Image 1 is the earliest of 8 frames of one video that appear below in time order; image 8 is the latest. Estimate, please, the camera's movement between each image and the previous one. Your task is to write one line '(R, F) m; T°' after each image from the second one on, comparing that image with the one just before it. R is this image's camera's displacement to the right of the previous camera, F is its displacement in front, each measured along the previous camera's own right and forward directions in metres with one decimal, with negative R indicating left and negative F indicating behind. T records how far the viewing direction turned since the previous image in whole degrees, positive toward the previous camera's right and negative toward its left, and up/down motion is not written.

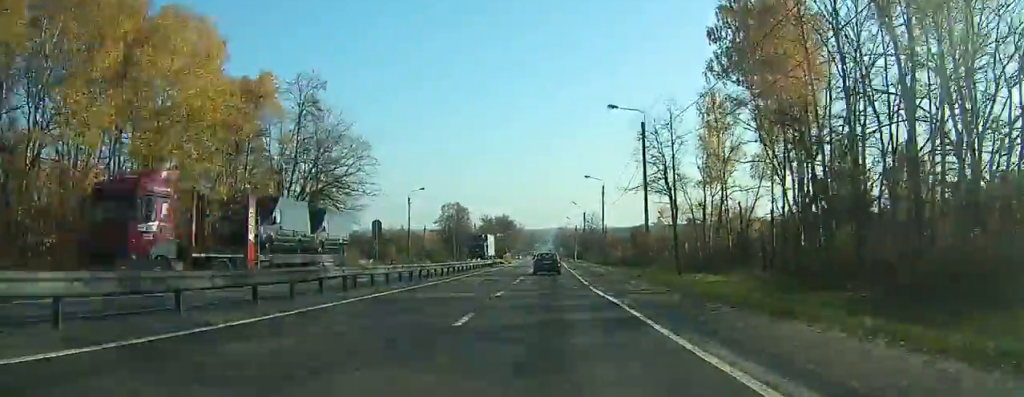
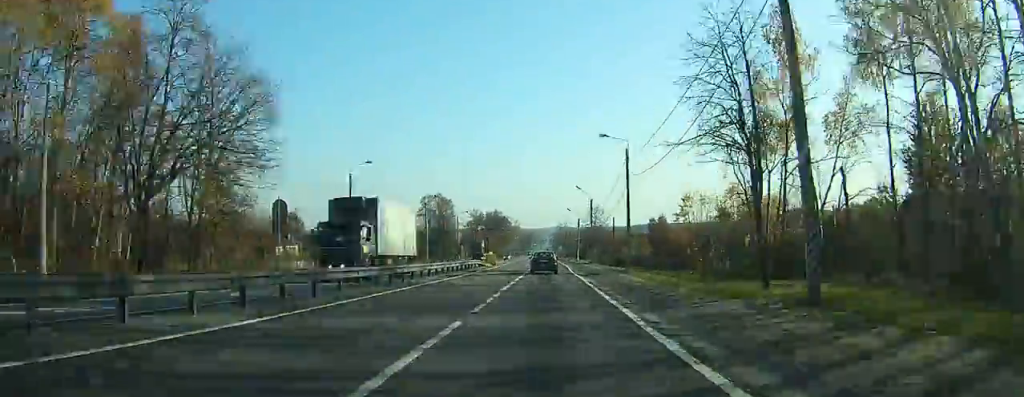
(-0.1, +22.0) m; 0°
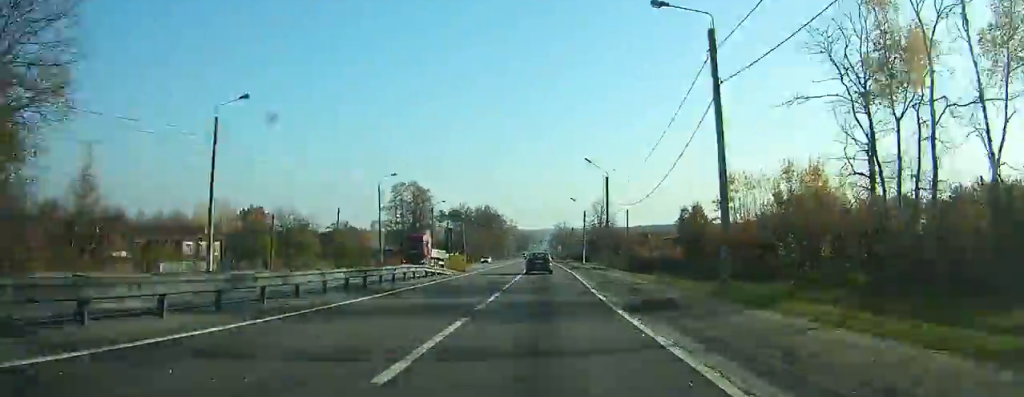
(+0.1, +22.6) m; 0°
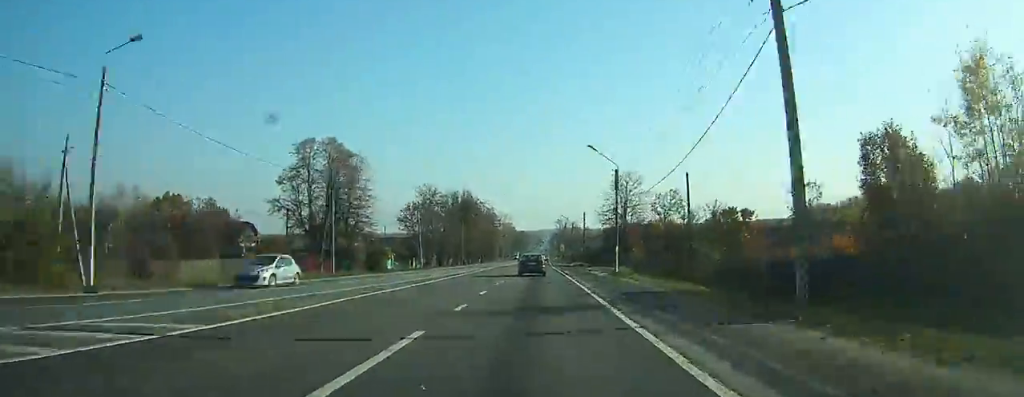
(+0.2, +39.8) m; 0°
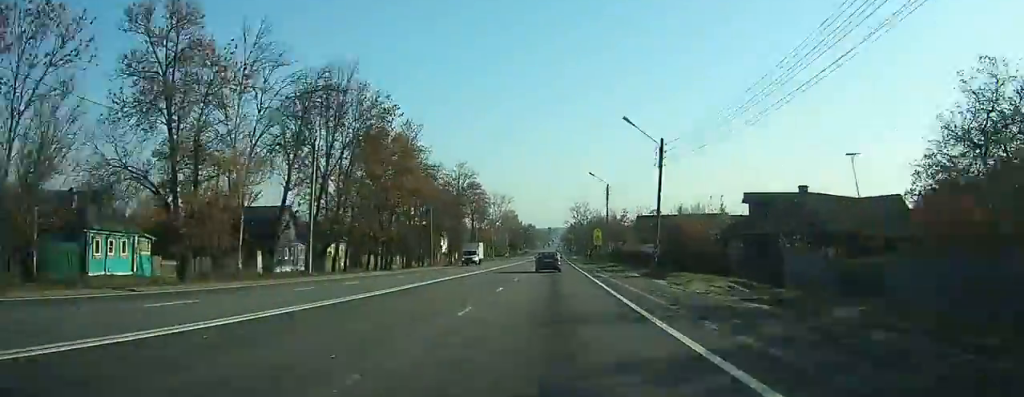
(0.0, +73.6) m; 0°
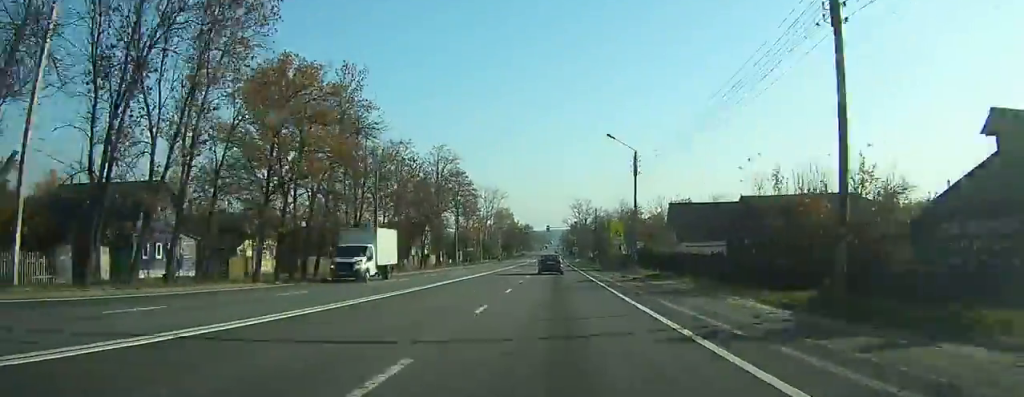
(0.0, +20.6) m; 0°
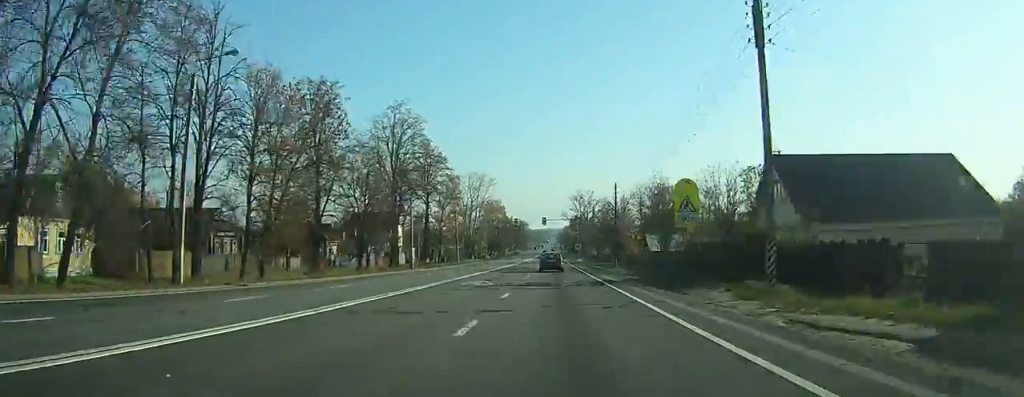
(-0.1, +25.5) m; 0°
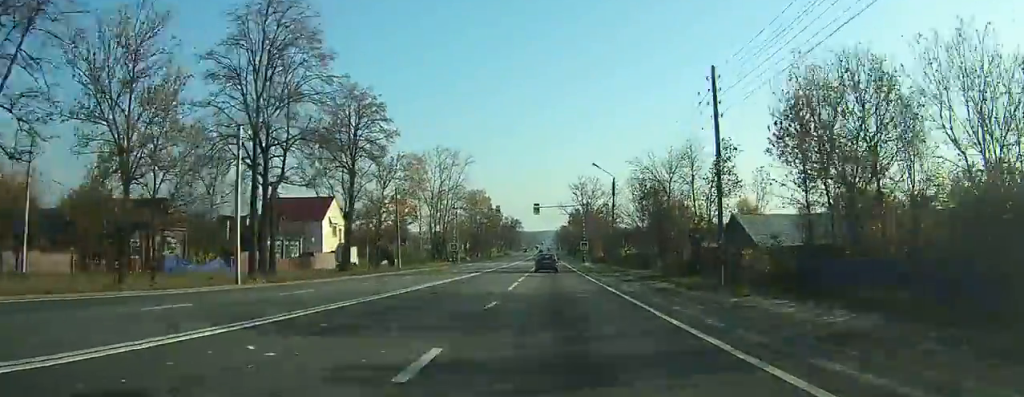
(+0.2, +33.5) m; +1°
